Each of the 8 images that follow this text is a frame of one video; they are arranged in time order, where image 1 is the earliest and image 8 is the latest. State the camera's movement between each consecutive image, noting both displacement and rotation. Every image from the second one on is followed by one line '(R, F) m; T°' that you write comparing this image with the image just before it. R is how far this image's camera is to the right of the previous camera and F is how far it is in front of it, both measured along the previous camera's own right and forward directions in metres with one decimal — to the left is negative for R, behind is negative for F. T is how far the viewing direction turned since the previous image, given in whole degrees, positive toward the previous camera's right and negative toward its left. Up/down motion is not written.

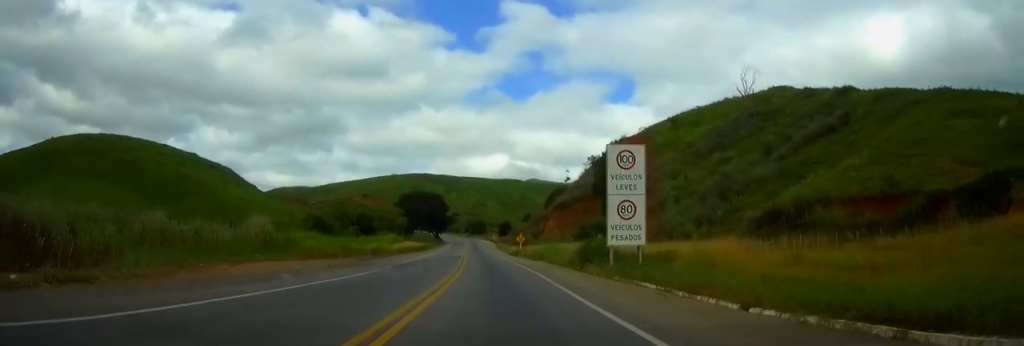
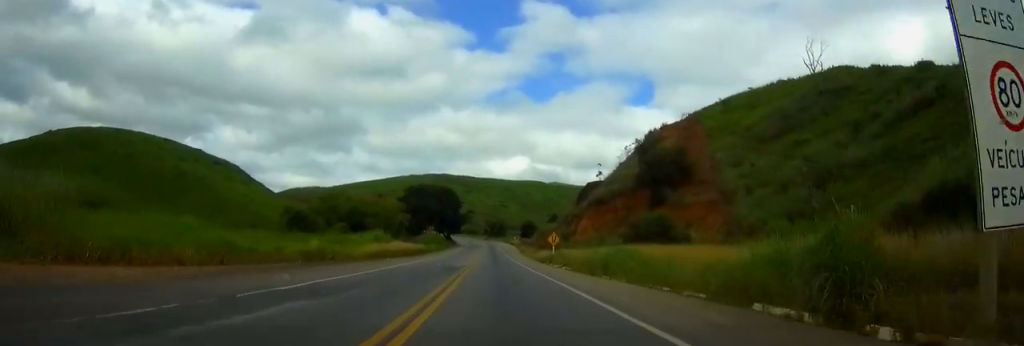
(-0.3, +26.6) m; -2°
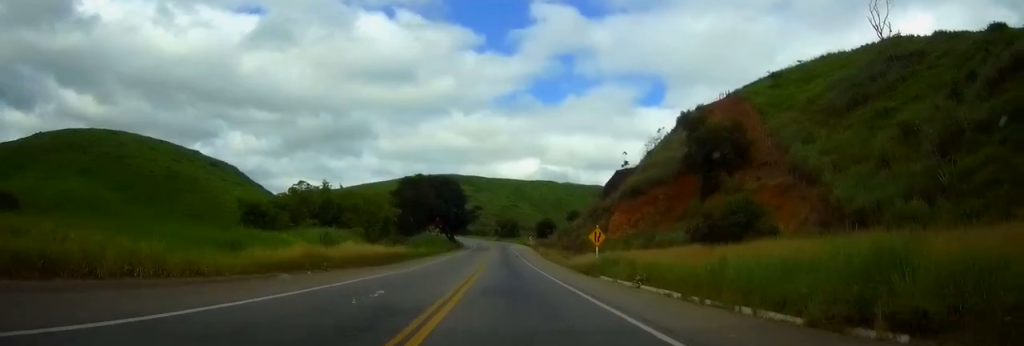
(-0.4, +23.8) m; -1°
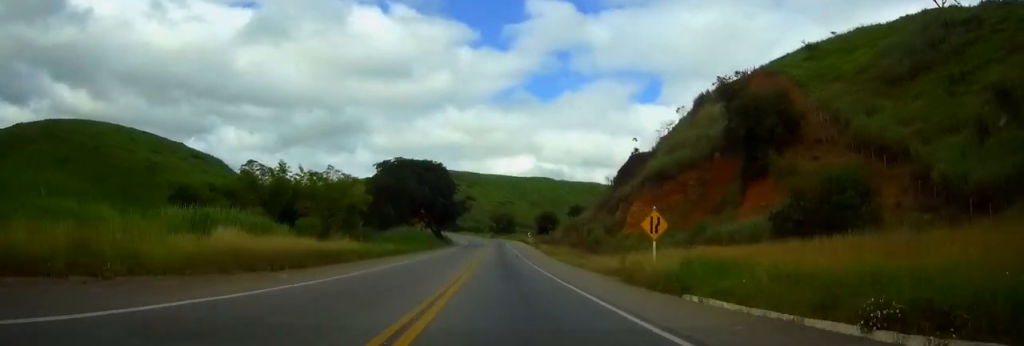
(+0.1, +18.2) m; 0°
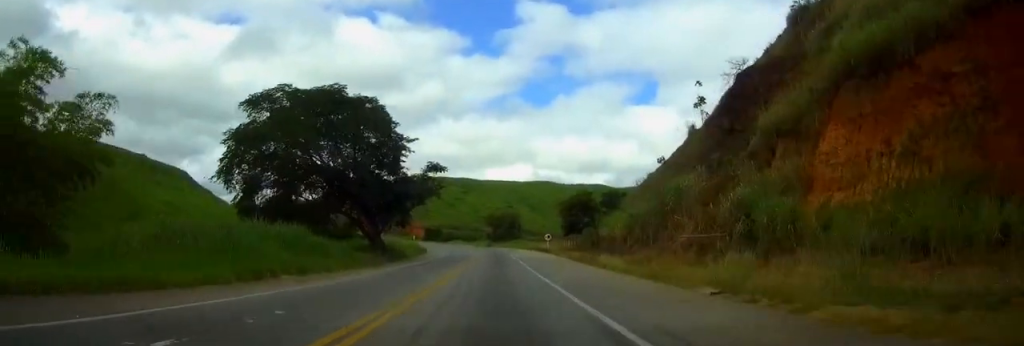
(+0.2, +54.0) m; 0°
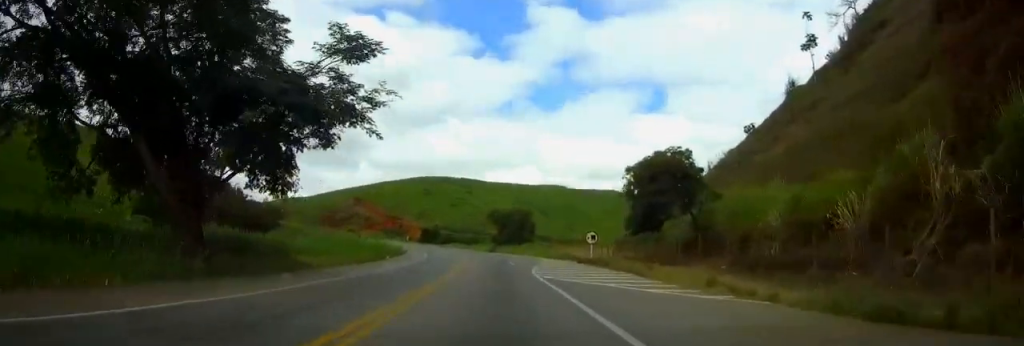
(-0.2, +35.3) m; -1°
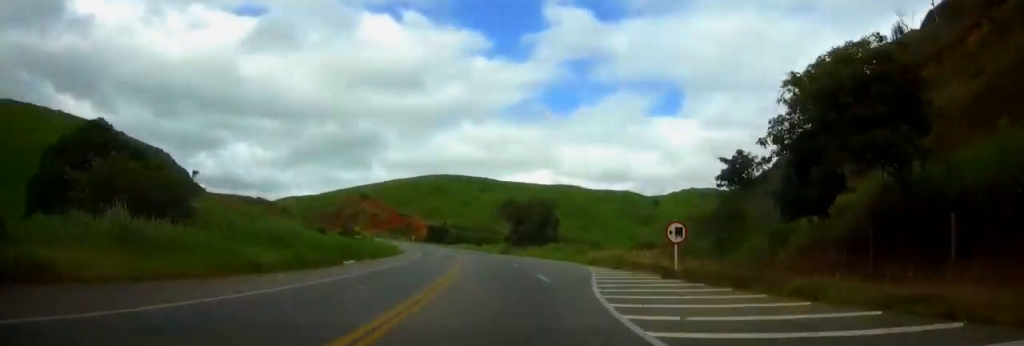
(-0.2, +20.3) m; -1°
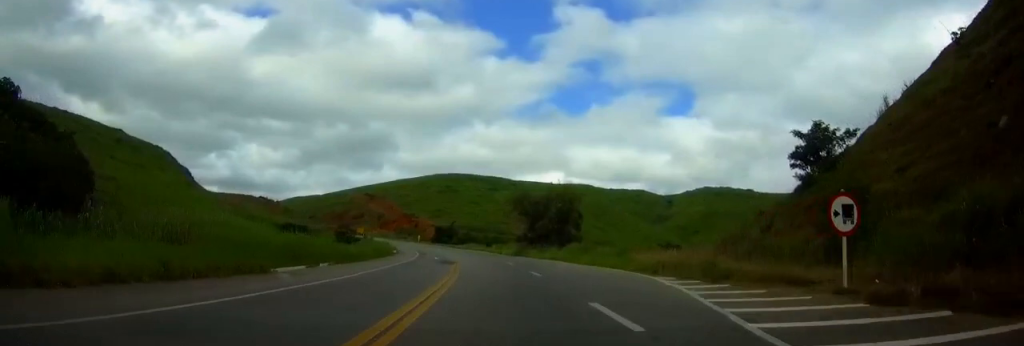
(0.0, +13.8) m; -1°
